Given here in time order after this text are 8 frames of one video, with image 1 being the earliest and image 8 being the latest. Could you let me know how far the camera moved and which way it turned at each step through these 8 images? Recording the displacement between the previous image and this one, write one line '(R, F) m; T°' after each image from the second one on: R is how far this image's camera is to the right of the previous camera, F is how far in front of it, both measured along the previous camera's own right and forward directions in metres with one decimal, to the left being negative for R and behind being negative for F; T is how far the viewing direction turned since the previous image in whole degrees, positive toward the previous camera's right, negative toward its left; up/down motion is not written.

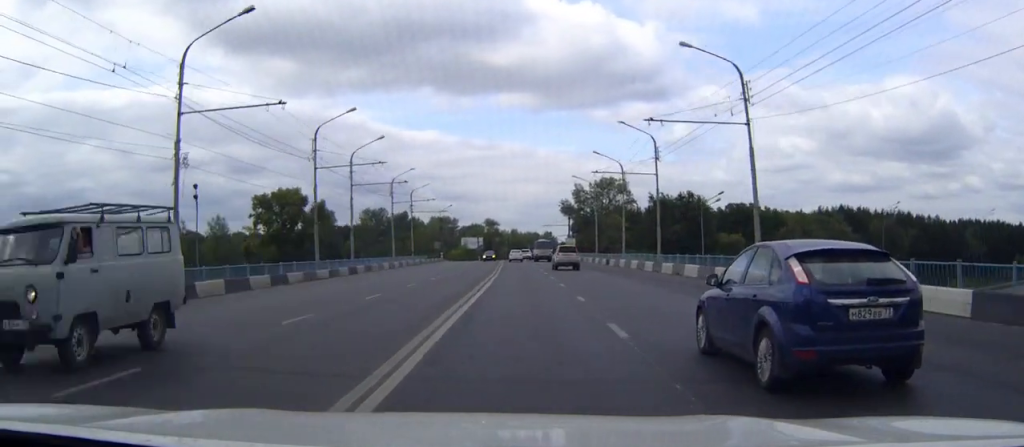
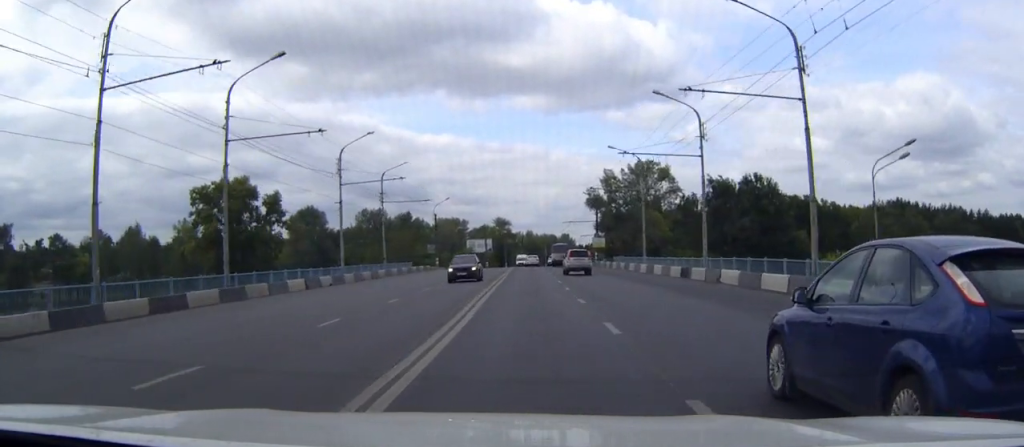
(-0.6, +30.6) m; -2°
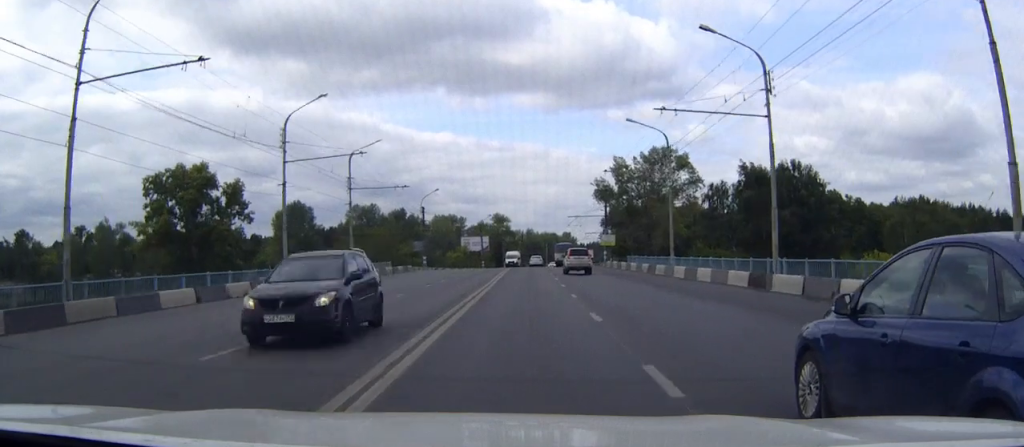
(0.0, +13.8) m; 0°
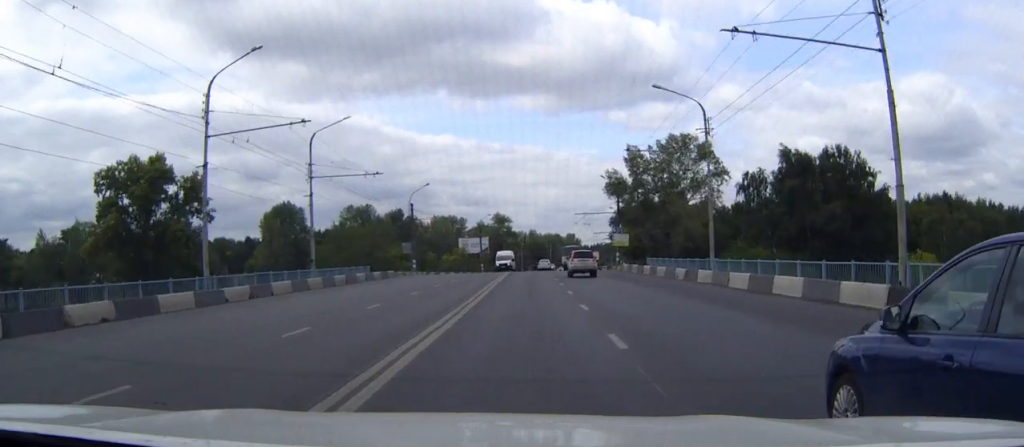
(0.0, +12.0) m; 0°
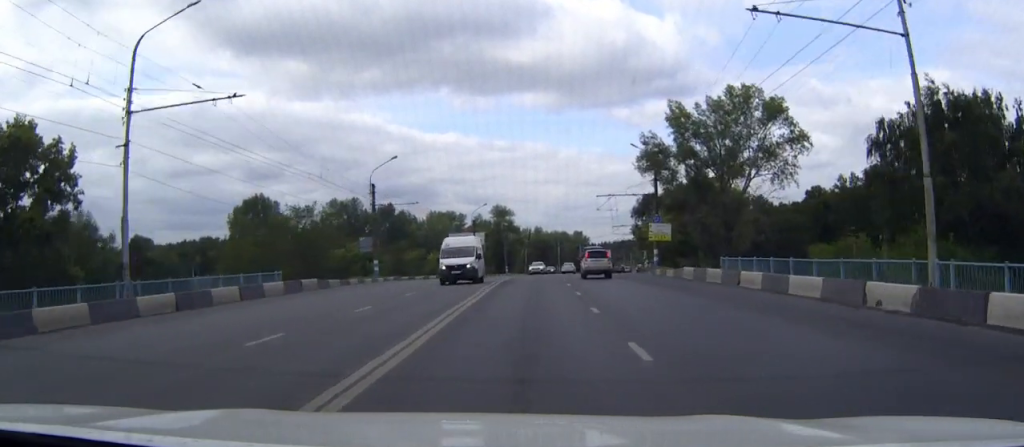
(-0.1, +25.4) m; 0°
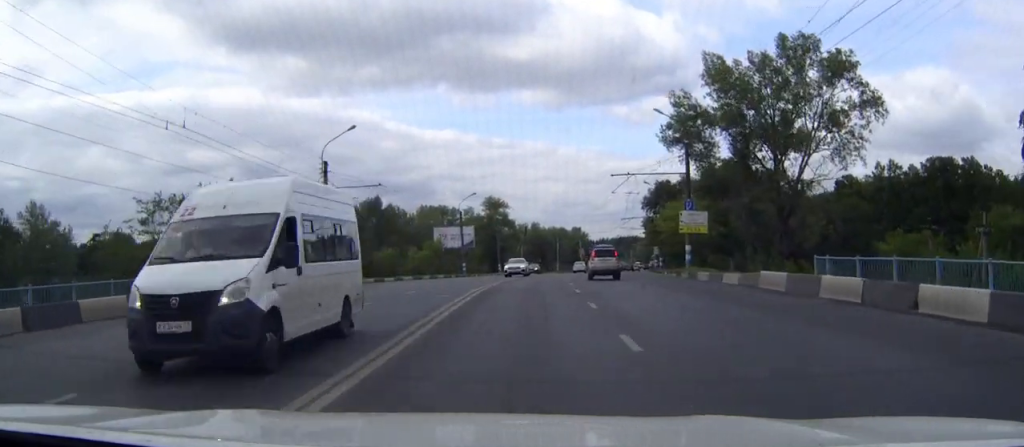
(-0.1, +15.2) m; 0°
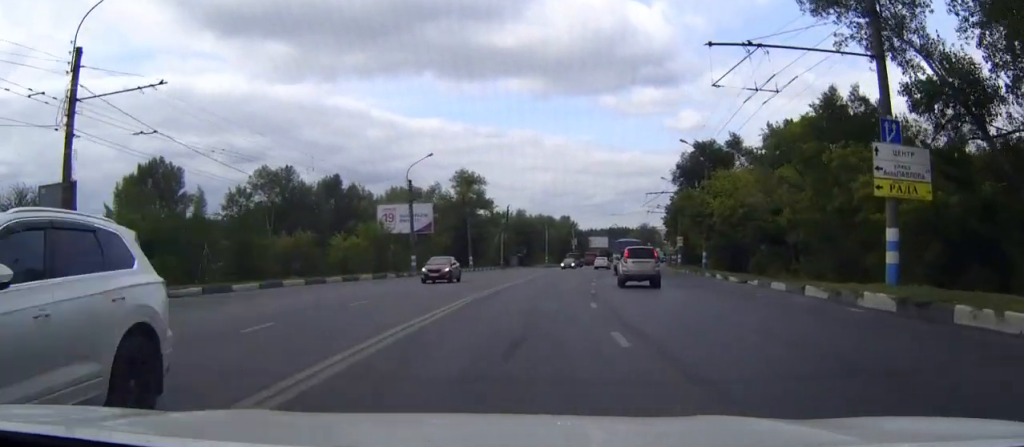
(+0.2, +31.7) m; +1°
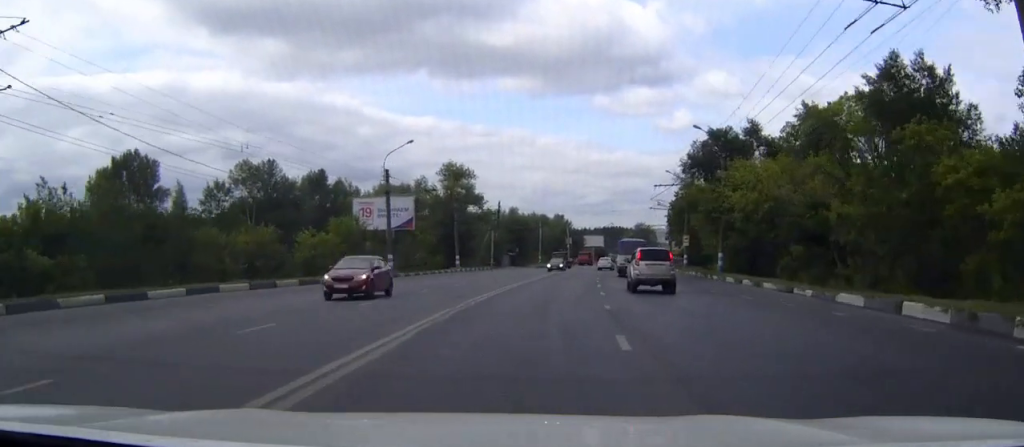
(0.0, +7.9) m; 0°
